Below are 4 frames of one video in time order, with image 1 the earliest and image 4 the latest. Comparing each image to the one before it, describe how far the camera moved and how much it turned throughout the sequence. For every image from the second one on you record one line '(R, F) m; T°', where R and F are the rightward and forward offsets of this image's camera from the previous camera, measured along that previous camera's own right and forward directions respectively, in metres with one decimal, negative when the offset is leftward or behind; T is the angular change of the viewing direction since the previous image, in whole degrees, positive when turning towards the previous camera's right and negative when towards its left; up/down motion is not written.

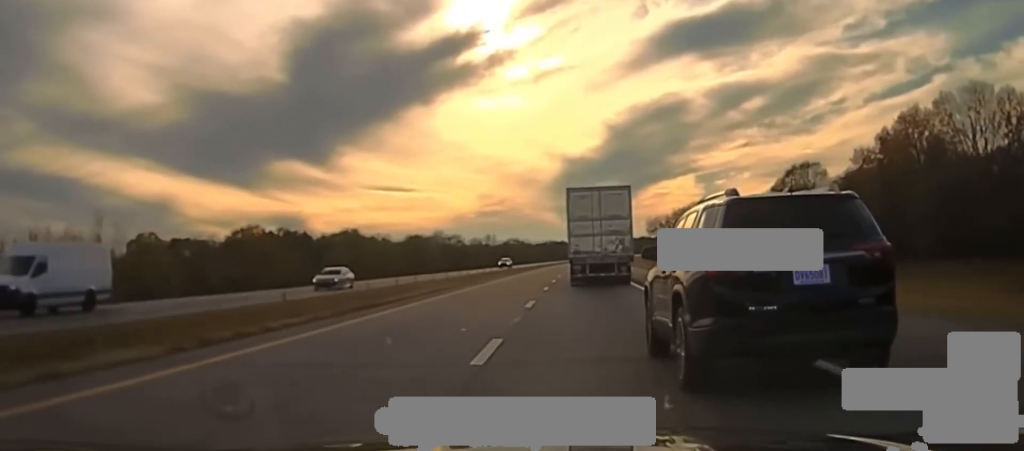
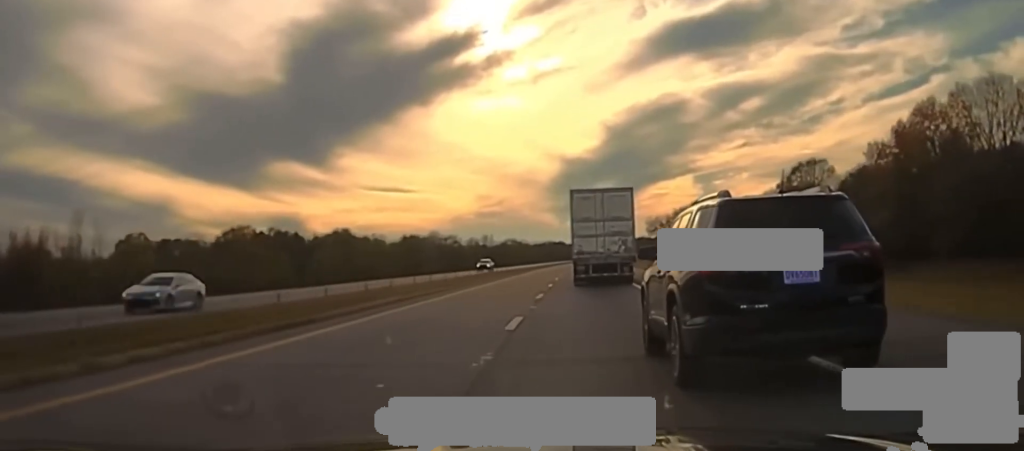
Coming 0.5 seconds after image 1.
(0.0, +6.5) m; 0°
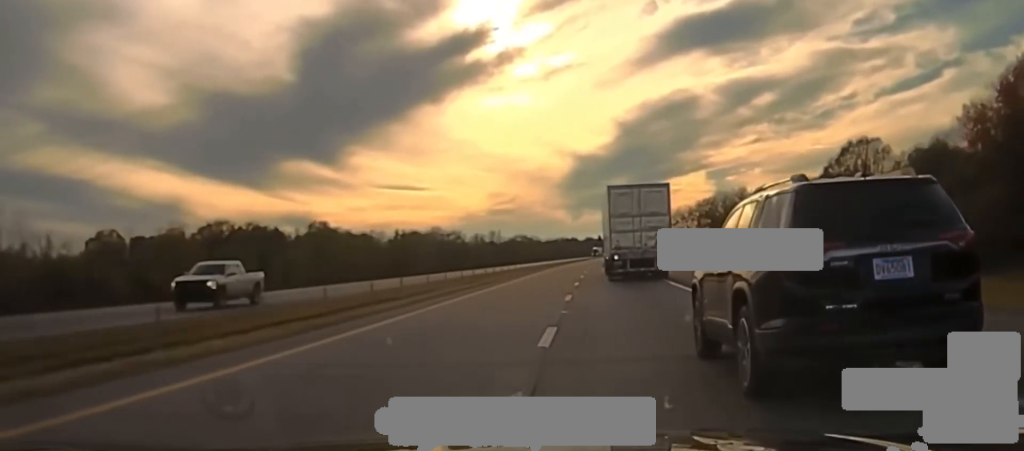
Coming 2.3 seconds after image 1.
(-0.2, +26.2) m; -1°
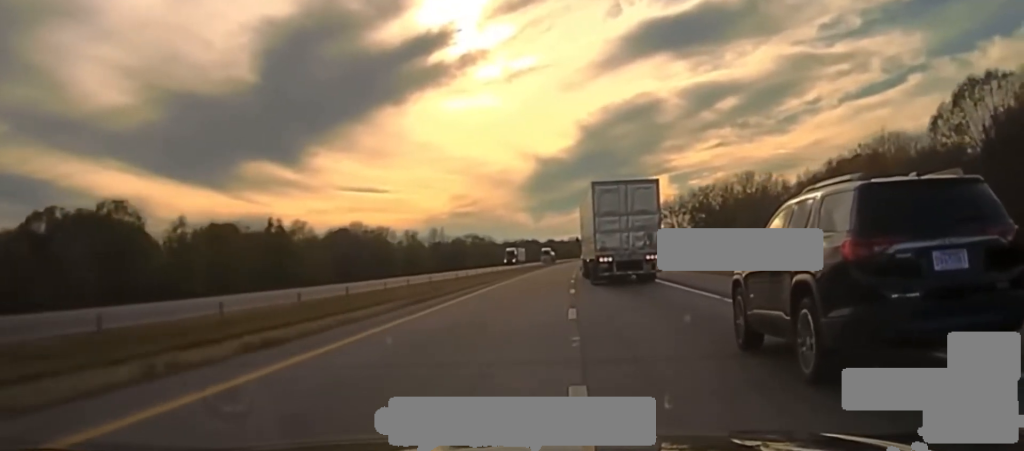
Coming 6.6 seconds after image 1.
(+2.5, +68.2) m; -3°
